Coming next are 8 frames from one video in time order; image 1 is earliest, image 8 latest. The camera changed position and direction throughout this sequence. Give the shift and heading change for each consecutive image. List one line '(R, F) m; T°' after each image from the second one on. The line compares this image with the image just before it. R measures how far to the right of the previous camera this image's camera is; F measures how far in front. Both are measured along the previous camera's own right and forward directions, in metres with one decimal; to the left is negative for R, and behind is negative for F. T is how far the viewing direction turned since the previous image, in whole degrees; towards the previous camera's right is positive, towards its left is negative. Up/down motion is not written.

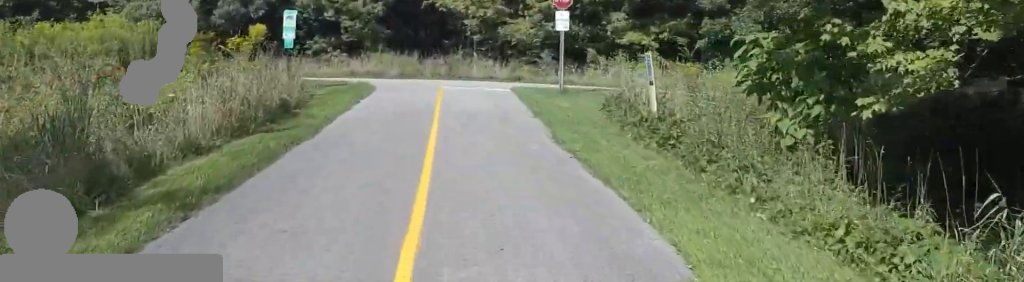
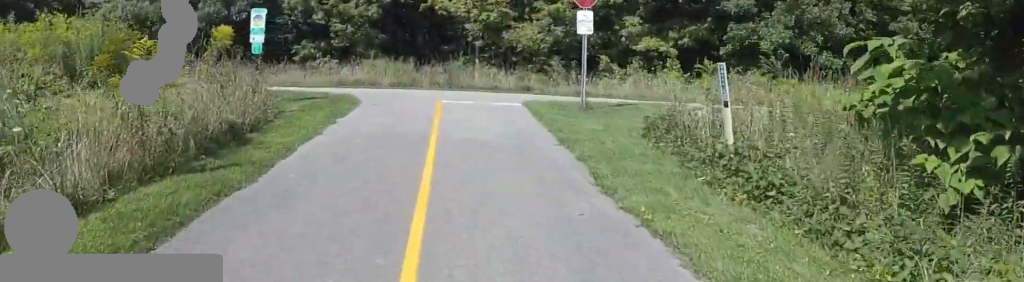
(-0.1, +2.2) m; +1°
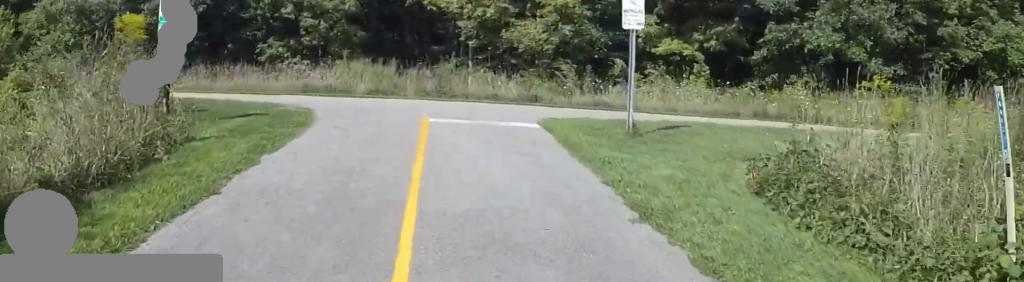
(0.0, +3.1) m; +4°
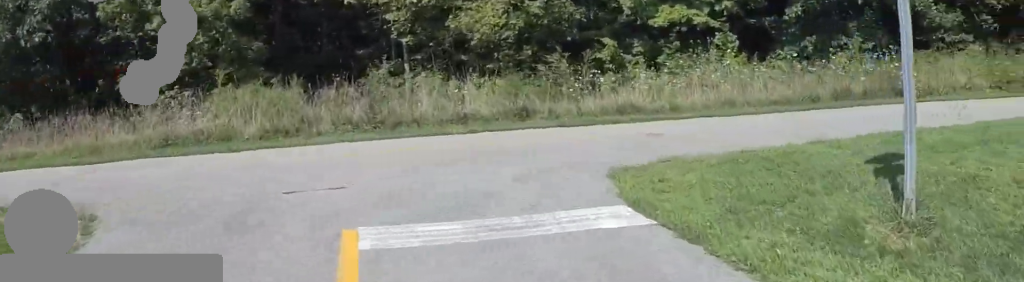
(+0.5, +4.5) m; +17°
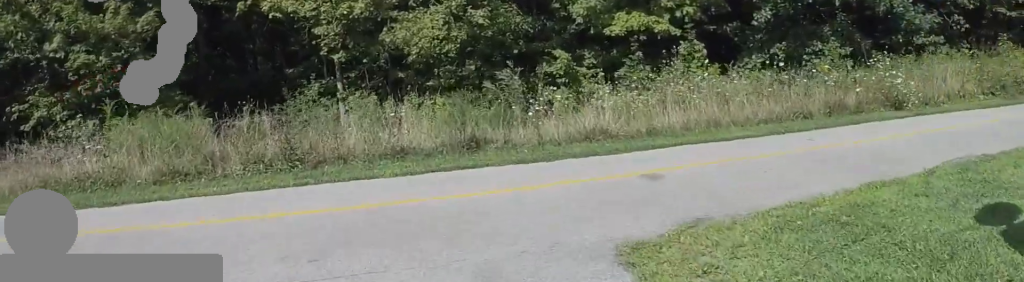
(0.0, +1.4) m; +10°
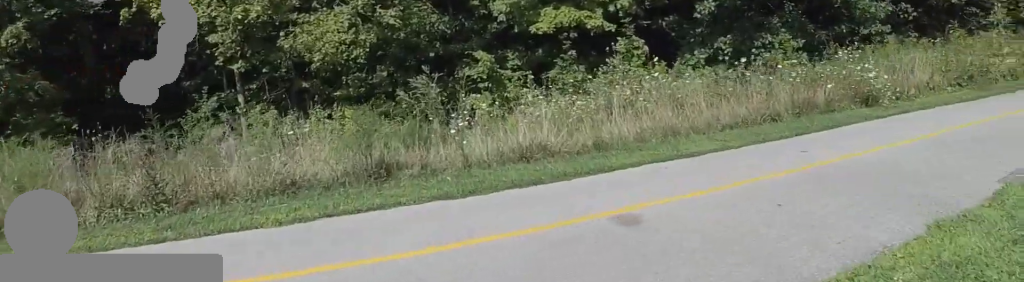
(+0.2, +1.2) m; +13°
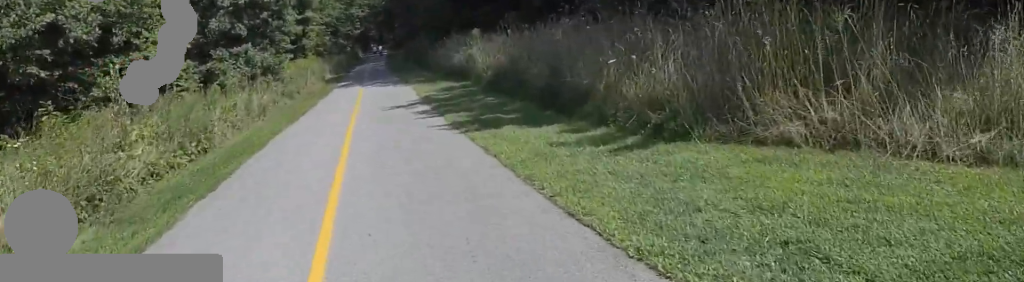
(+2.8, +5.2) m; +45°
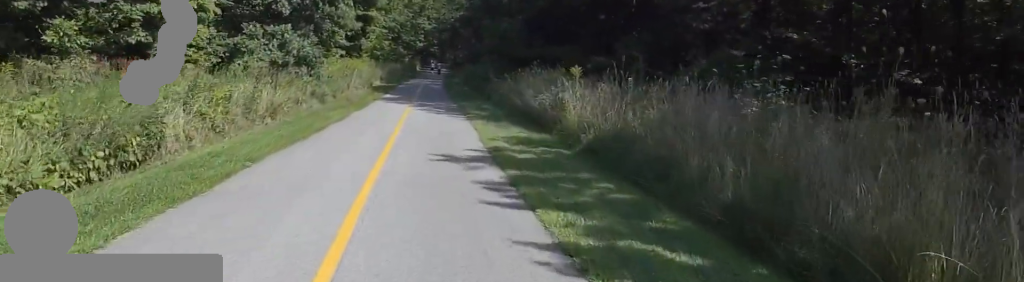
(+0.3, +4.4) m; +6°
